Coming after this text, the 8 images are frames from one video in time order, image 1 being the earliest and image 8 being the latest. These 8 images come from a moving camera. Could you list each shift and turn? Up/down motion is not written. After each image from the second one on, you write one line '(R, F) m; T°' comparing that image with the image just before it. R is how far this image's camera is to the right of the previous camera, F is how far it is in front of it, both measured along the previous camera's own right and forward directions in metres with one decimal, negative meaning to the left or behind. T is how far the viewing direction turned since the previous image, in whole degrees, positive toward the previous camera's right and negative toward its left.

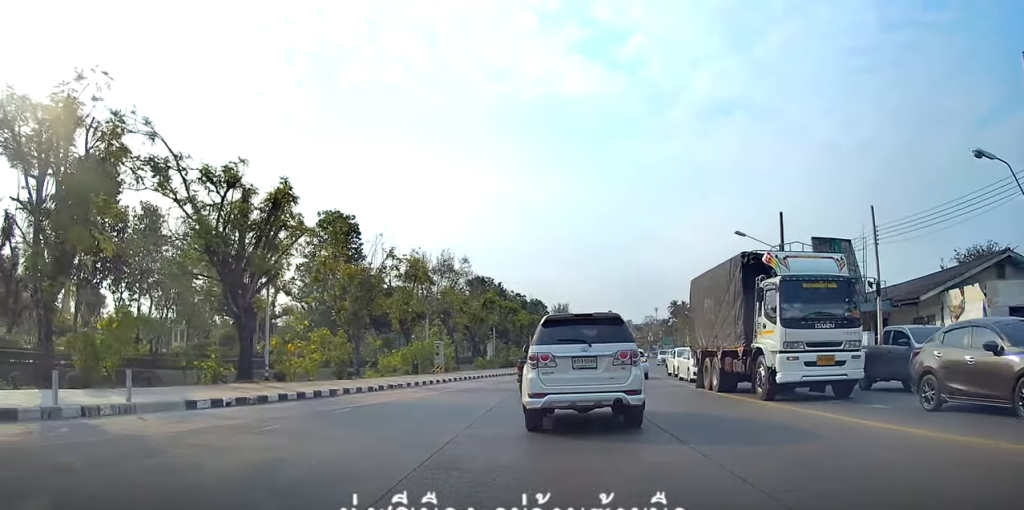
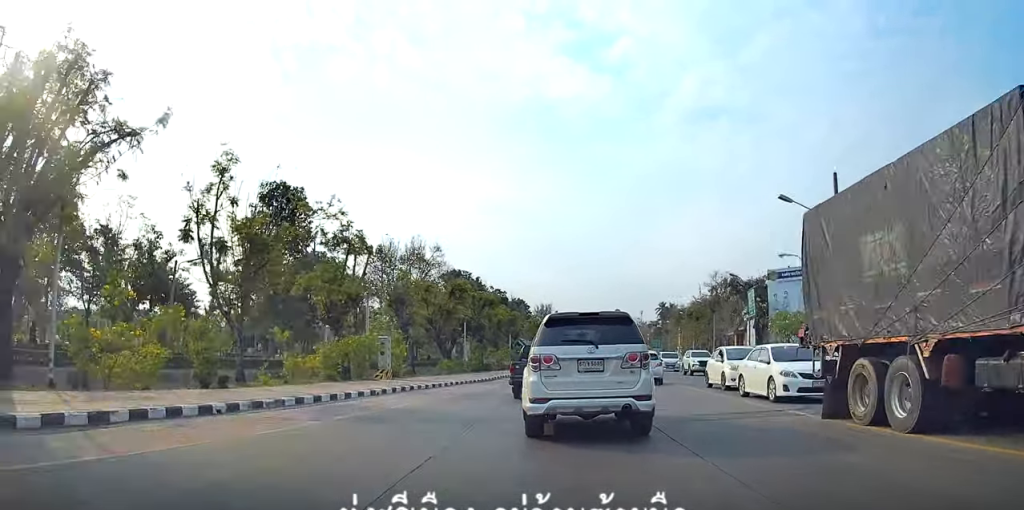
(-1.1, +12.6) m; -5°
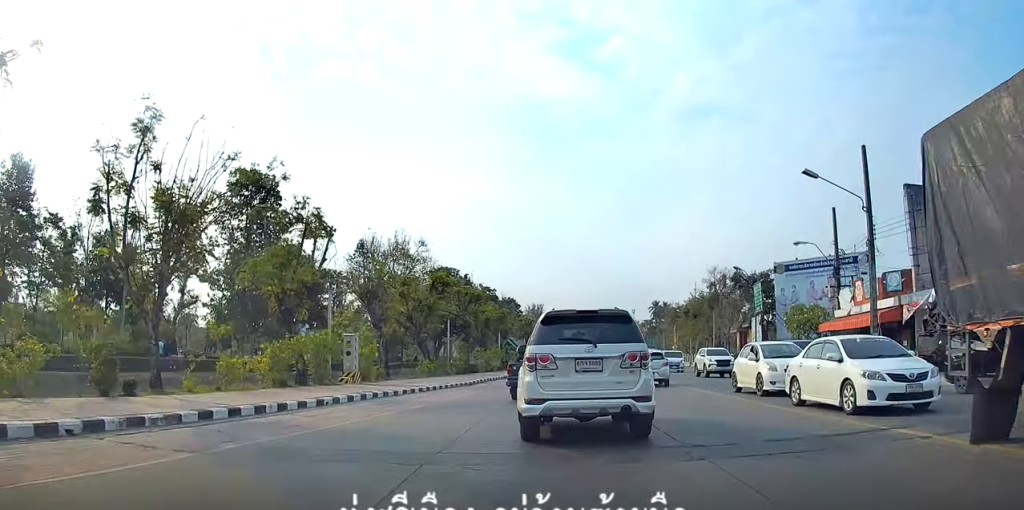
(0.0, +4.8) m; 0°
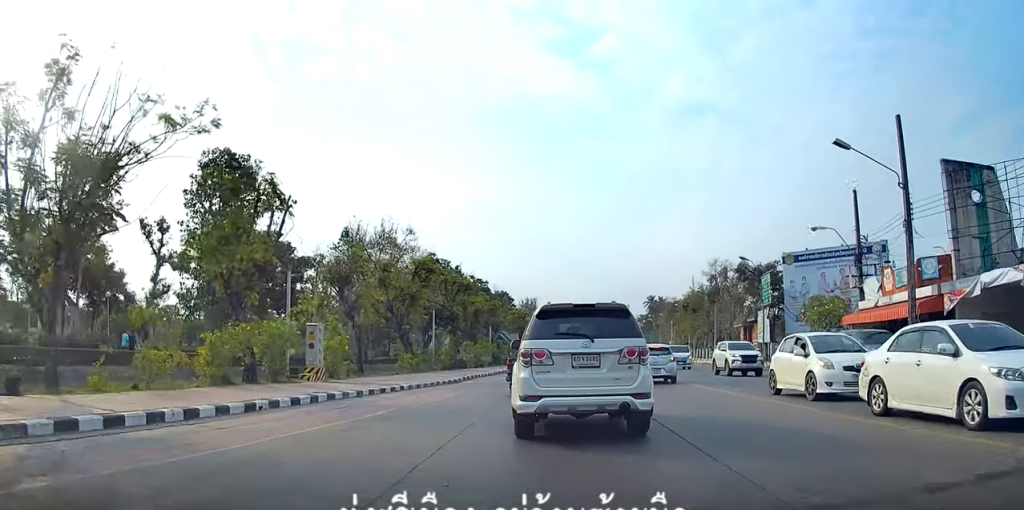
(+0.1, +3.8) m; +1°
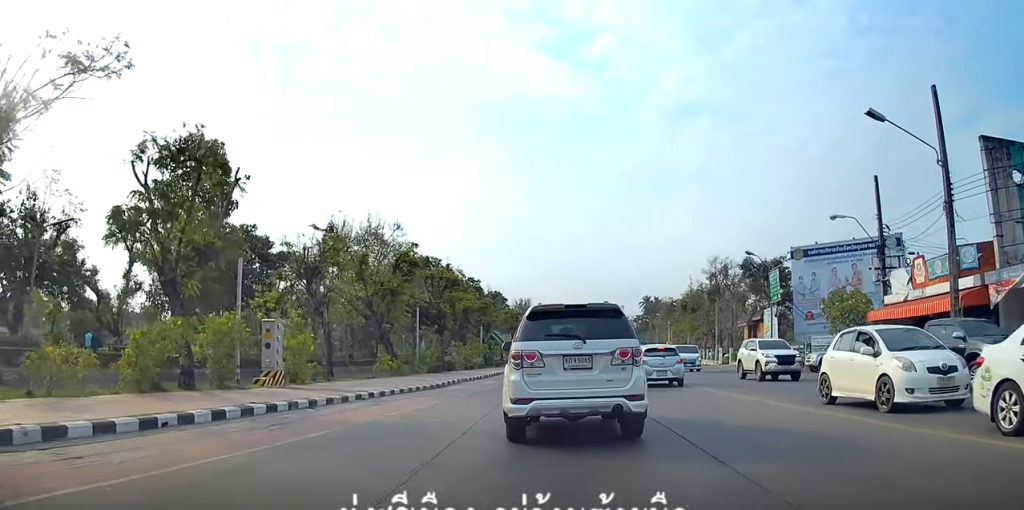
(0.0, +3.9) m; +1°
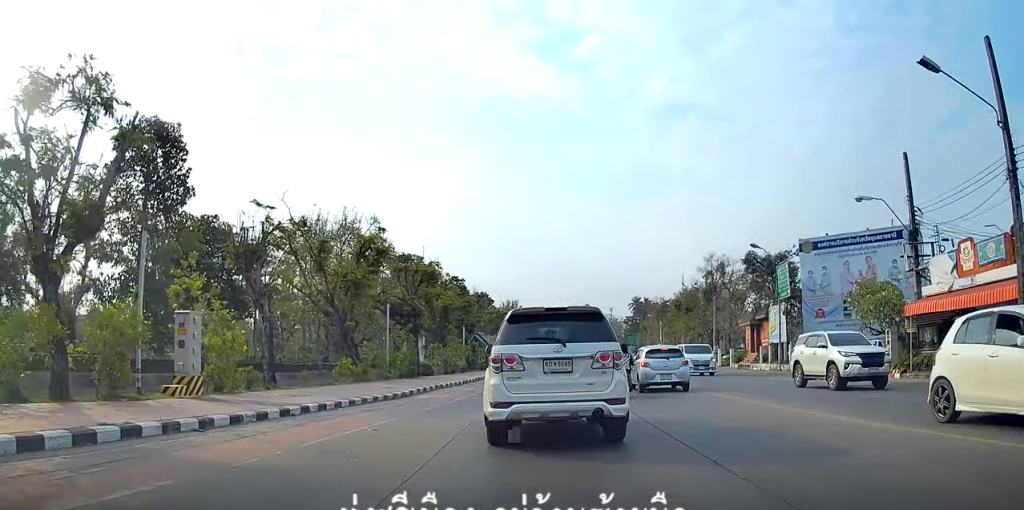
(+0.1, +5.1) m; 0°
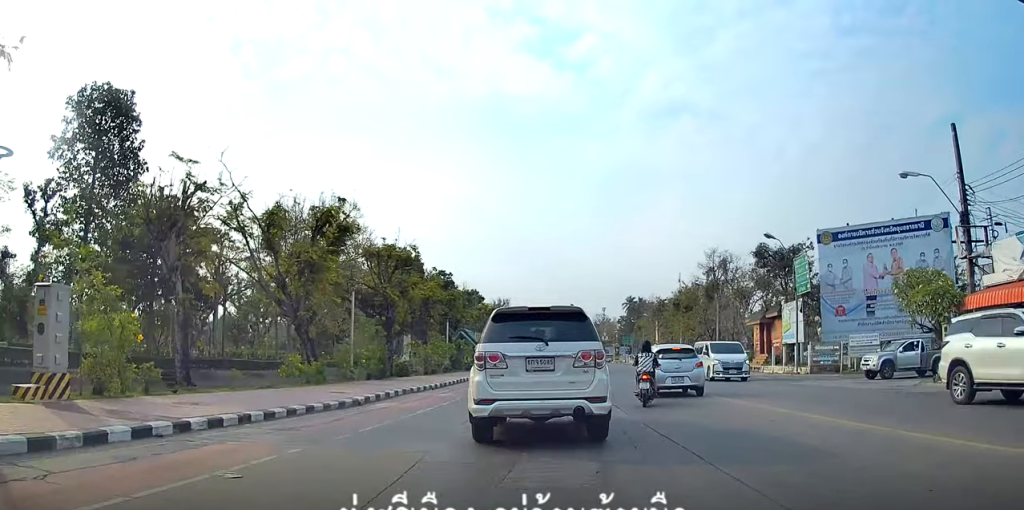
(0.0, +5.4) m; 0°
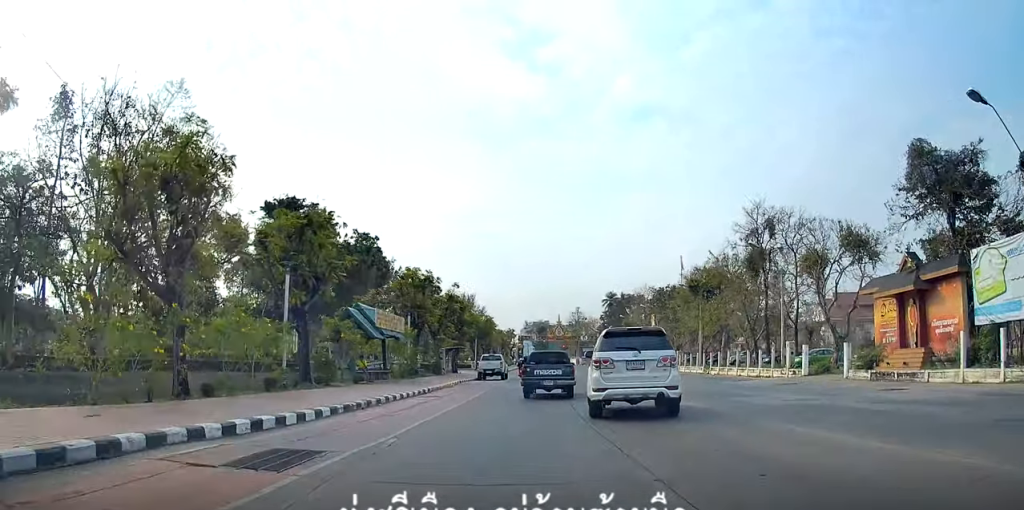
(-0.9, +27.1) m; 0°
